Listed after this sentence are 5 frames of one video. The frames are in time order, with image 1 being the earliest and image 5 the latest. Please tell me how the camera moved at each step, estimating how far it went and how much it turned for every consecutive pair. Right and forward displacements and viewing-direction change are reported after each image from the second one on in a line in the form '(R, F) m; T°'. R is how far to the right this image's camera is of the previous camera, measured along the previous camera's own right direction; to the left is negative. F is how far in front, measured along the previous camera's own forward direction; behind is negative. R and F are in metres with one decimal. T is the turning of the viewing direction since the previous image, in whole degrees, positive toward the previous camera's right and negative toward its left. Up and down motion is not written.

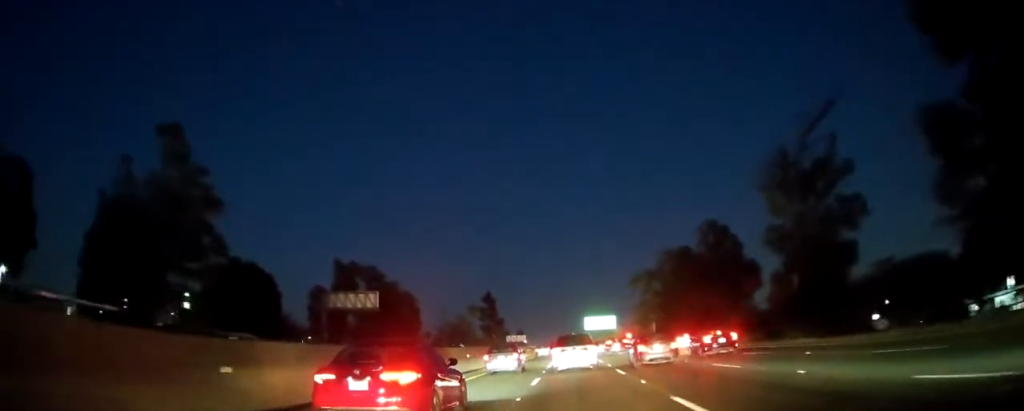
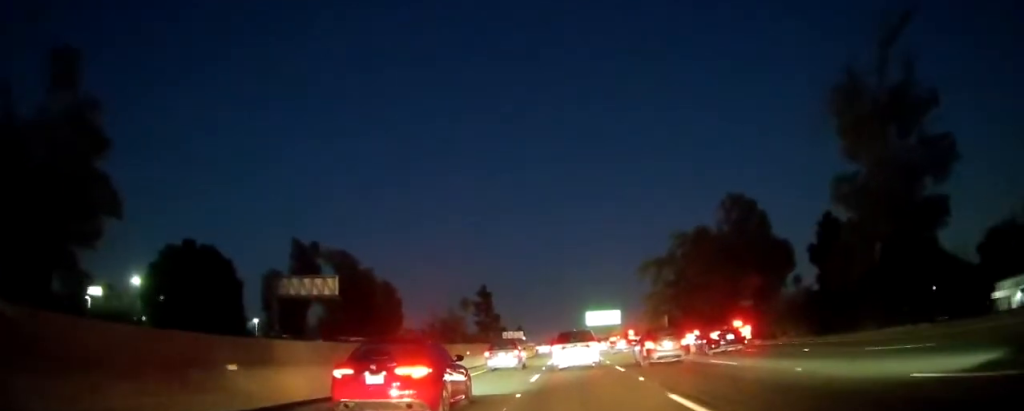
(0.0, +14.5) m; 0°
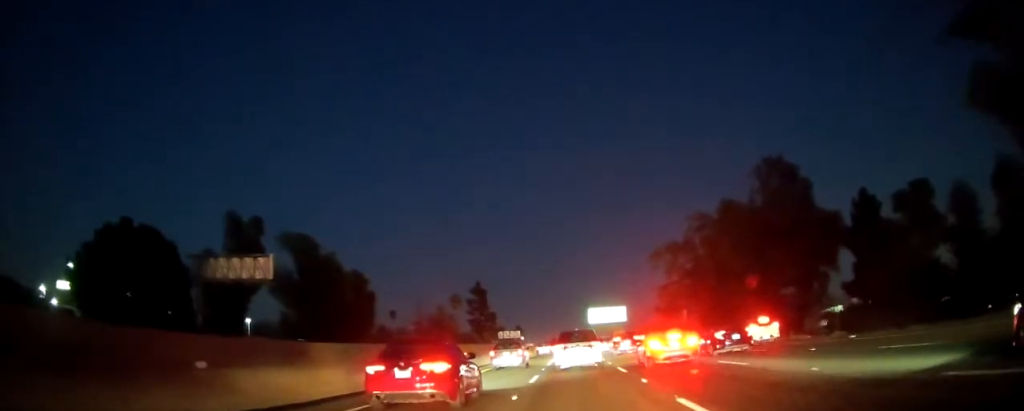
(0.0, +16.0) m; +1°
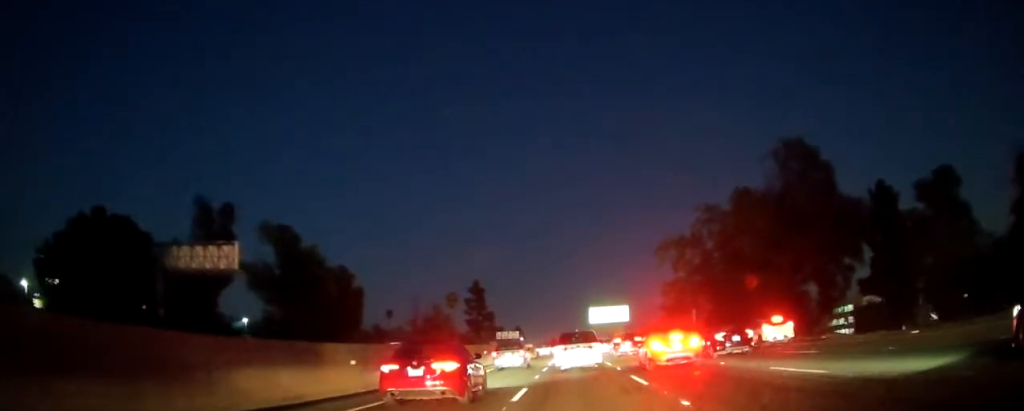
(0.0, +6.7) m; 0°
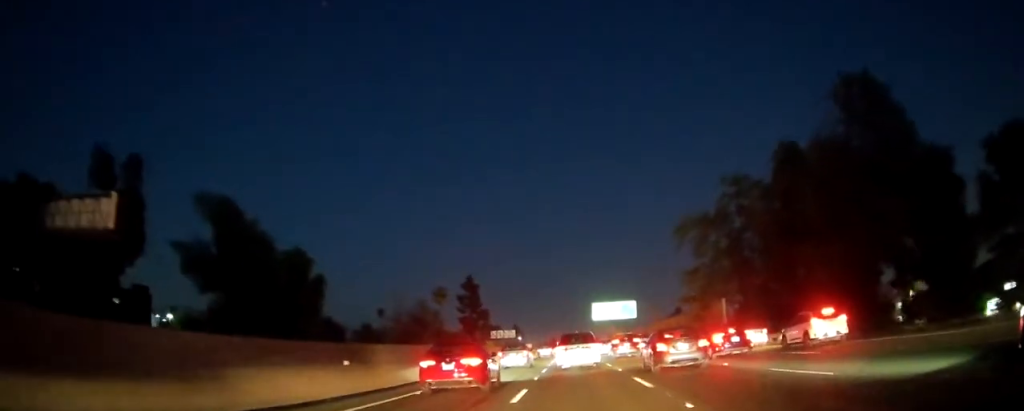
(0.0, +15.9) m; -1°
